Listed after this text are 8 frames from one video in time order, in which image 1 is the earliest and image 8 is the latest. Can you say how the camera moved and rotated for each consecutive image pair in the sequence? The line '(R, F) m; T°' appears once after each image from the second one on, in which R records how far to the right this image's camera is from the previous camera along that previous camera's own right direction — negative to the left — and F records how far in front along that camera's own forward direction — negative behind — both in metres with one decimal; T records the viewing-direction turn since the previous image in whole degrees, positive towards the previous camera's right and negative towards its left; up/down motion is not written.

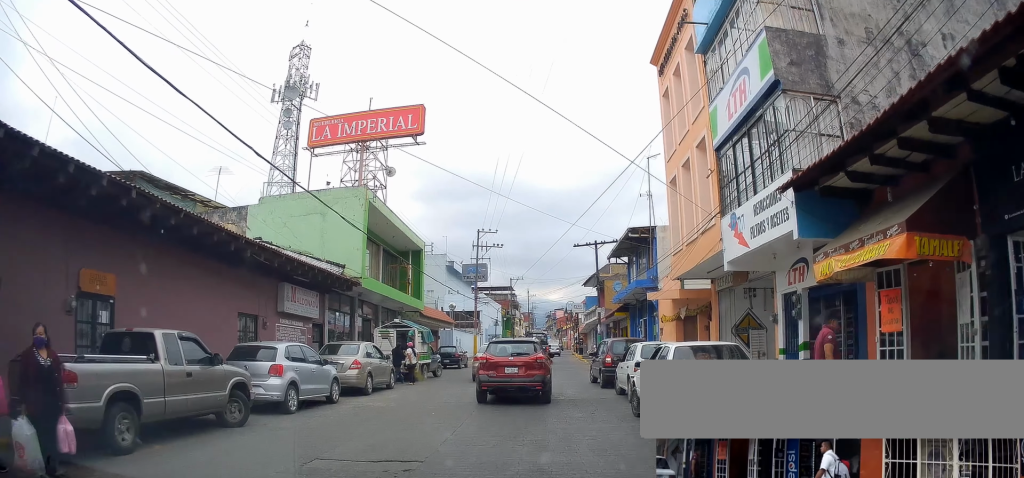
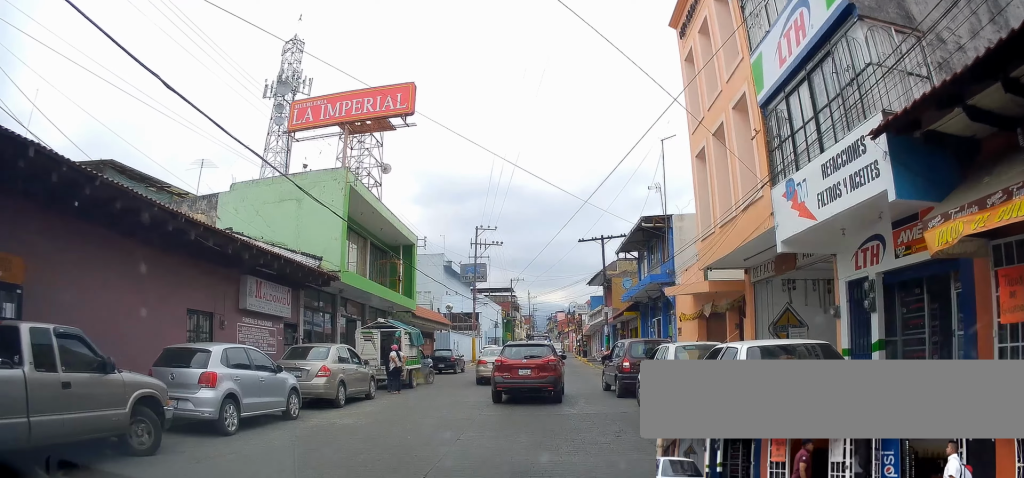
(-0.3, +2.6) m; -5°
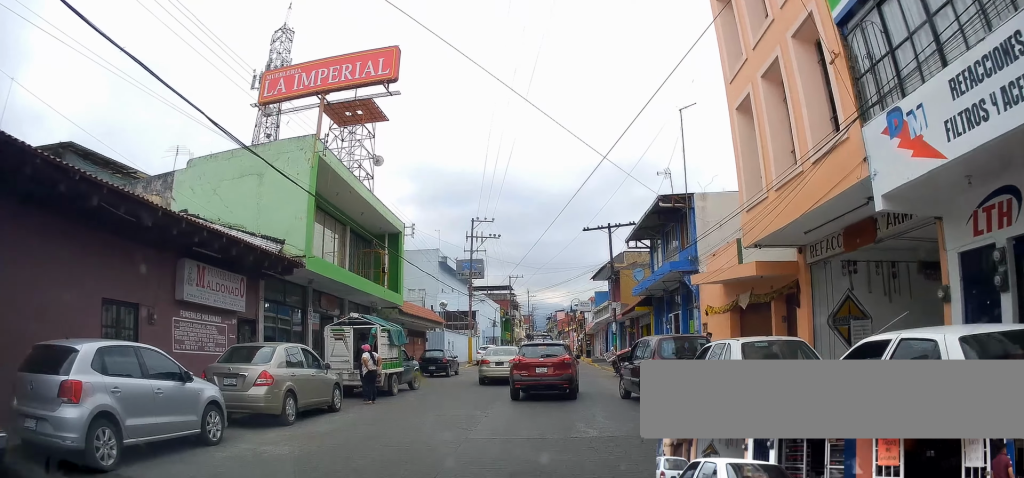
(-0.2, +2.9) m; 0°
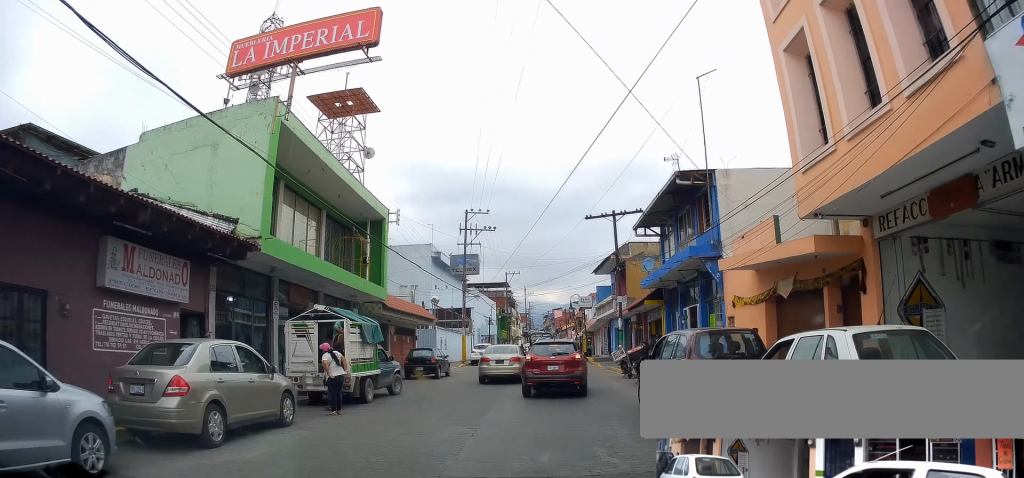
(0.0, +2.8) m; +6°
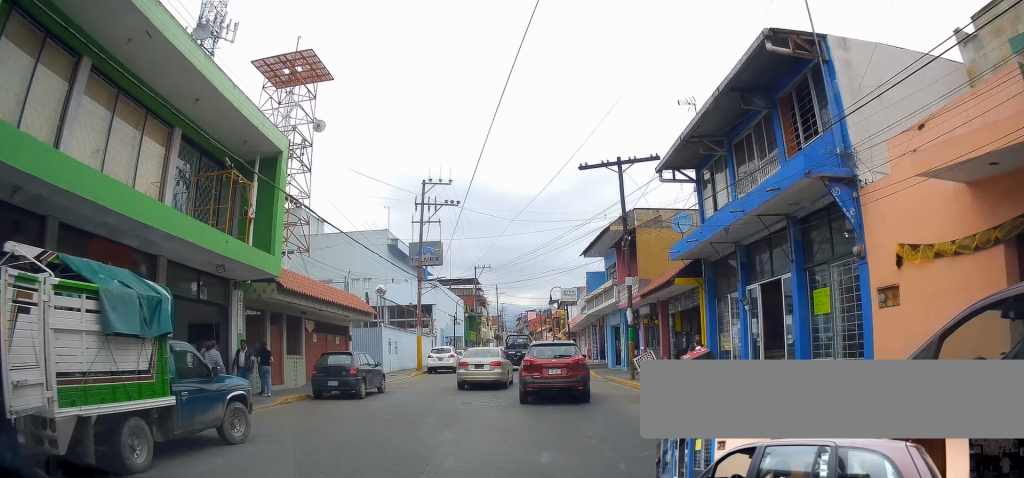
(0.0, +8.7) m; +1°
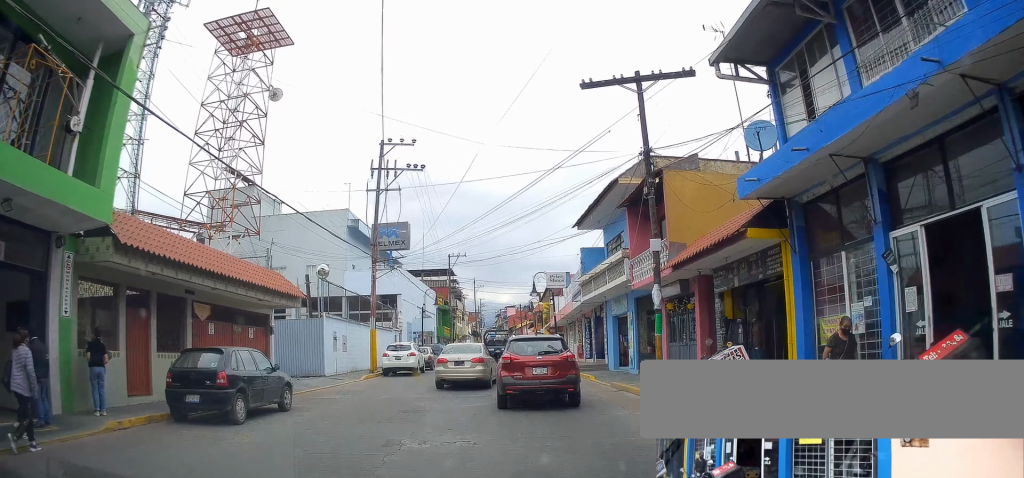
(+0.8, +6.8) m; +13°
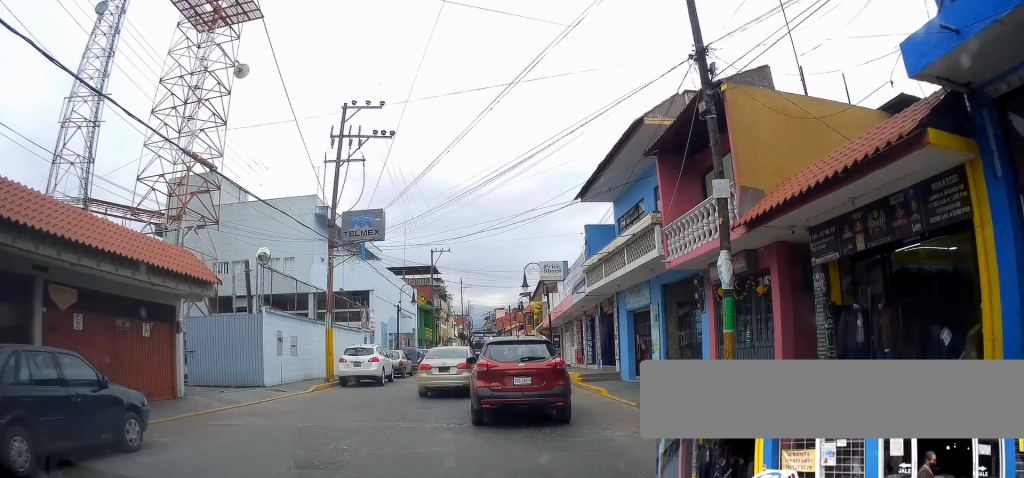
(+0.3, +5.9) m; -2°
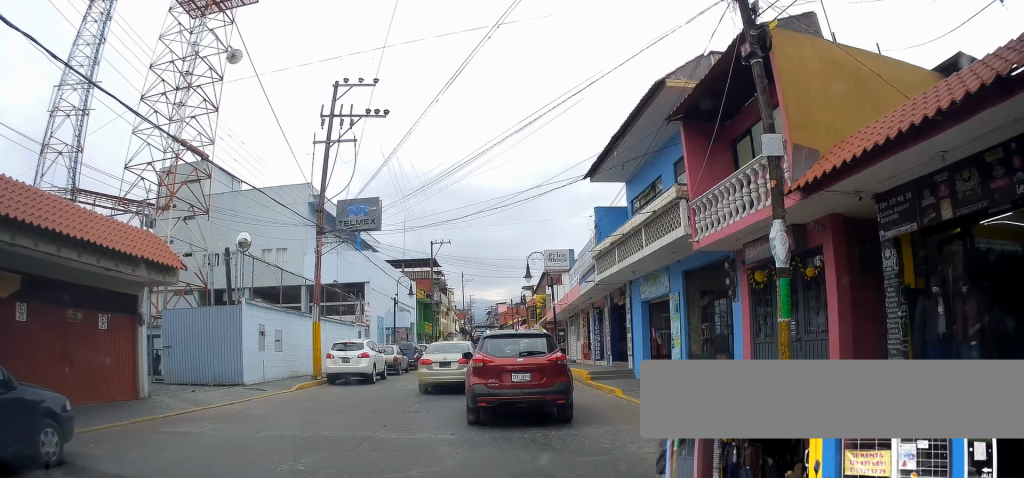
(-0.1, +2.1) m; -2°
